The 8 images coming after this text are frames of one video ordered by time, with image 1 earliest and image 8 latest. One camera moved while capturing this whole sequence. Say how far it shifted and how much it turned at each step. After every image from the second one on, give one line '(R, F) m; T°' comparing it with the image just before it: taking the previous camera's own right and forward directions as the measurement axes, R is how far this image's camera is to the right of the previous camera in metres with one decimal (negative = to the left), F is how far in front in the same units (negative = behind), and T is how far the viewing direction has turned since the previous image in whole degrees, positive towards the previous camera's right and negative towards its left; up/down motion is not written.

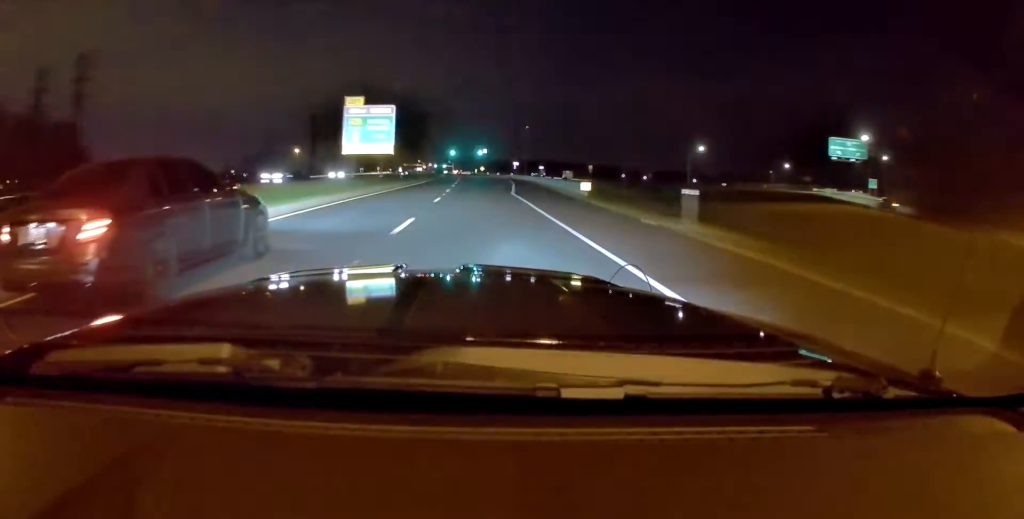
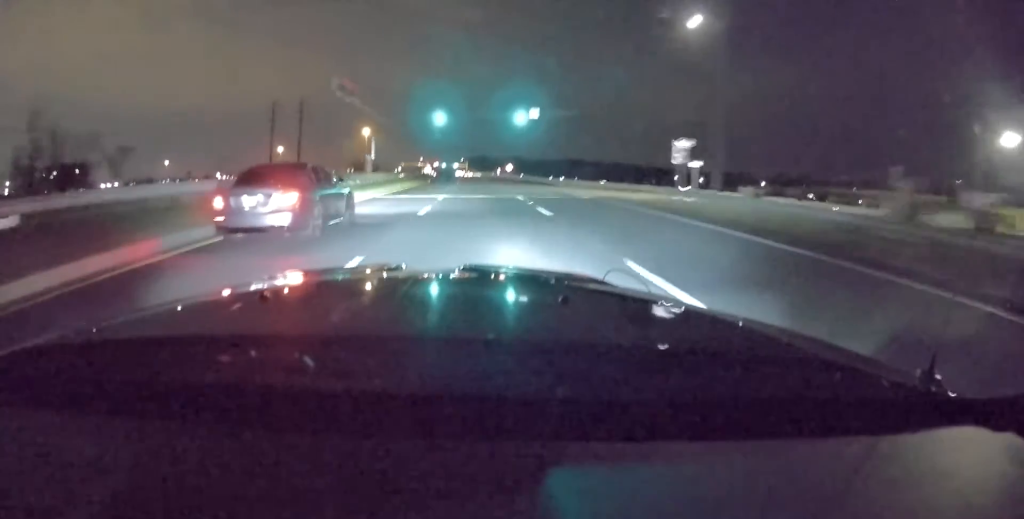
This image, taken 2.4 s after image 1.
(-1.2, +95.6) m; -2°
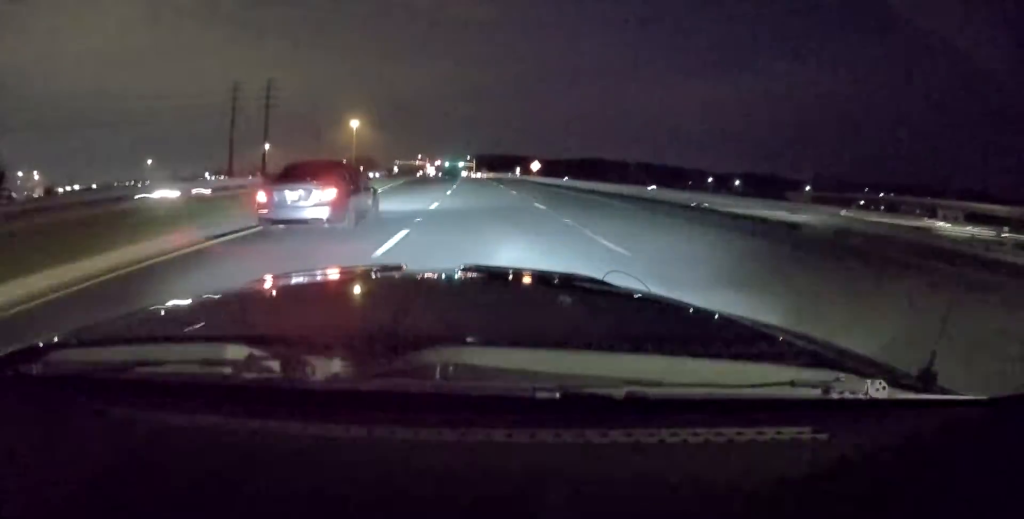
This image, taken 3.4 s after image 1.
(-0.6, +49.0) m; -1°
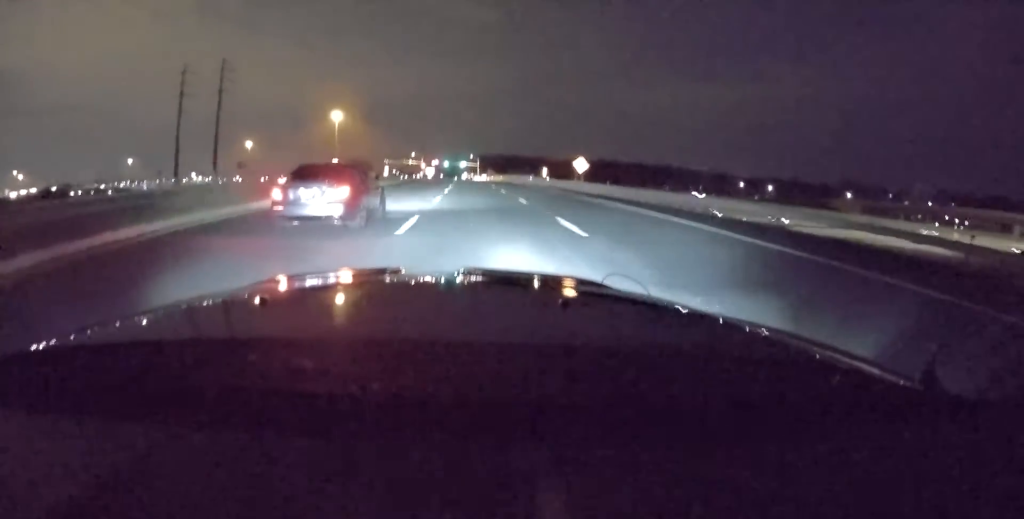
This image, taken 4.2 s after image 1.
(-0.2, +41.7) m; -1°
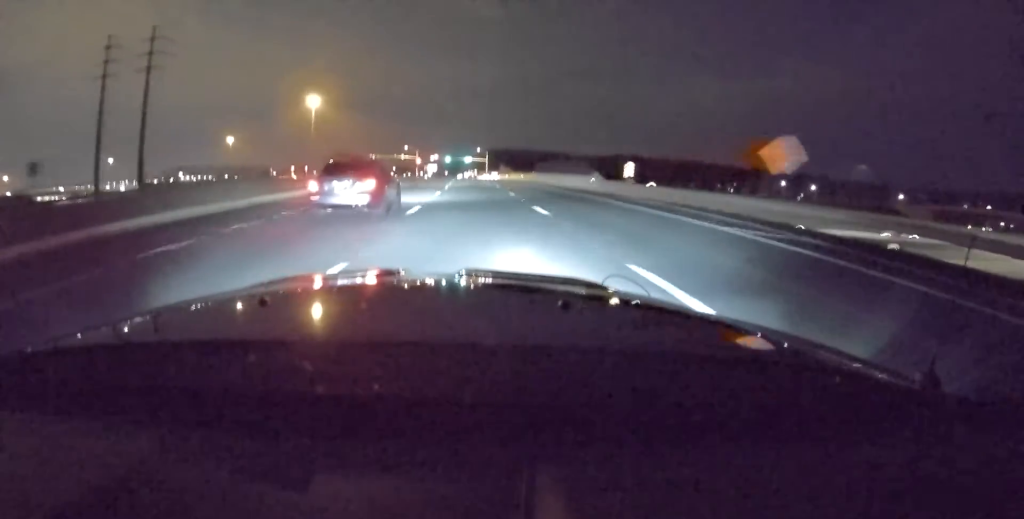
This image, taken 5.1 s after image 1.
(-0.6, +43.9) m; 0°
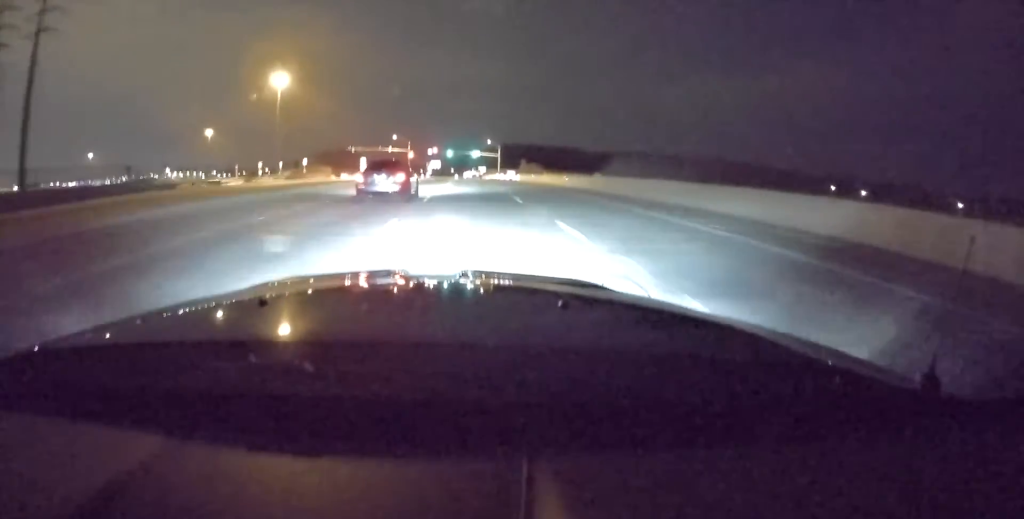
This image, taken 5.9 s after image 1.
(+0.3, +44.9) m; 0°
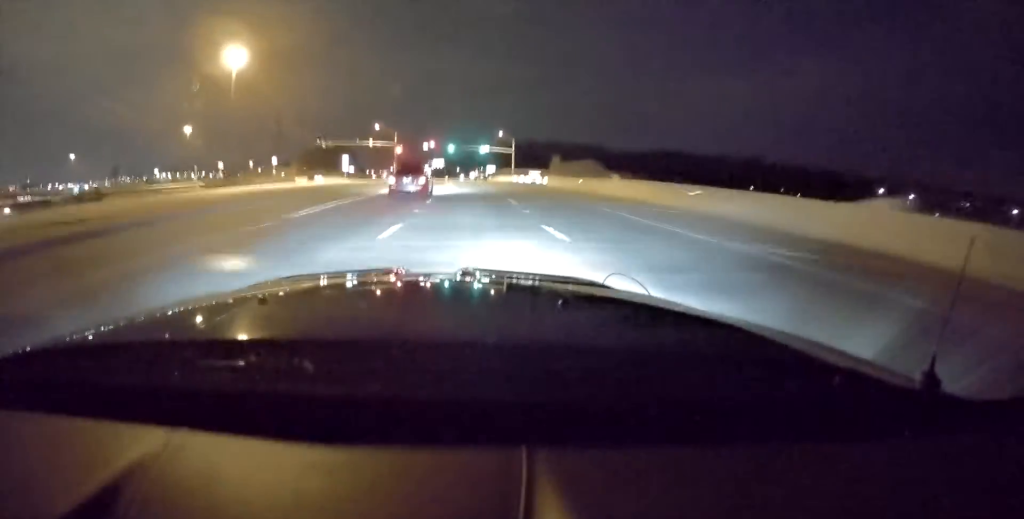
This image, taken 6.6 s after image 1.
(-0.3, +36.9) m; 0°
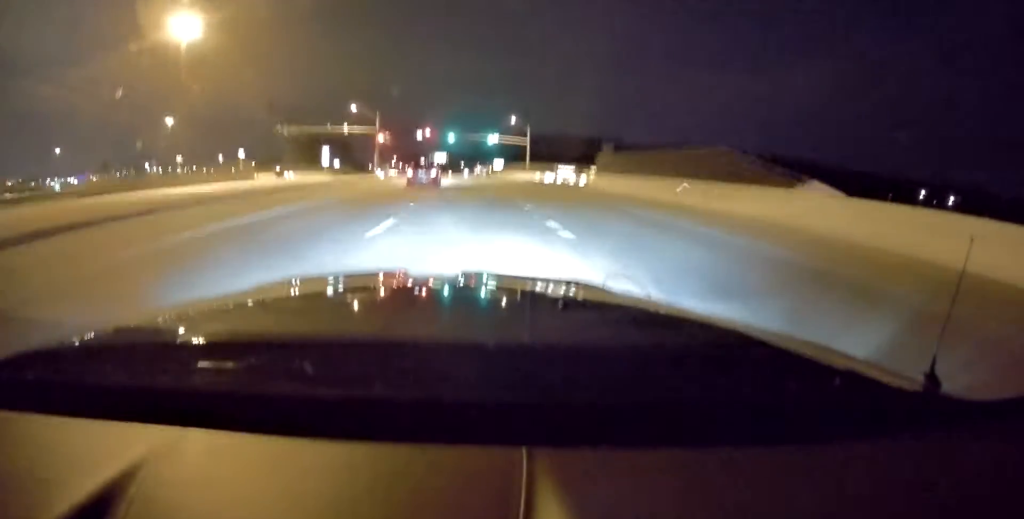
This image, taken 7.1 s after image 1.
(-0.1, +27.3) m; 0°
